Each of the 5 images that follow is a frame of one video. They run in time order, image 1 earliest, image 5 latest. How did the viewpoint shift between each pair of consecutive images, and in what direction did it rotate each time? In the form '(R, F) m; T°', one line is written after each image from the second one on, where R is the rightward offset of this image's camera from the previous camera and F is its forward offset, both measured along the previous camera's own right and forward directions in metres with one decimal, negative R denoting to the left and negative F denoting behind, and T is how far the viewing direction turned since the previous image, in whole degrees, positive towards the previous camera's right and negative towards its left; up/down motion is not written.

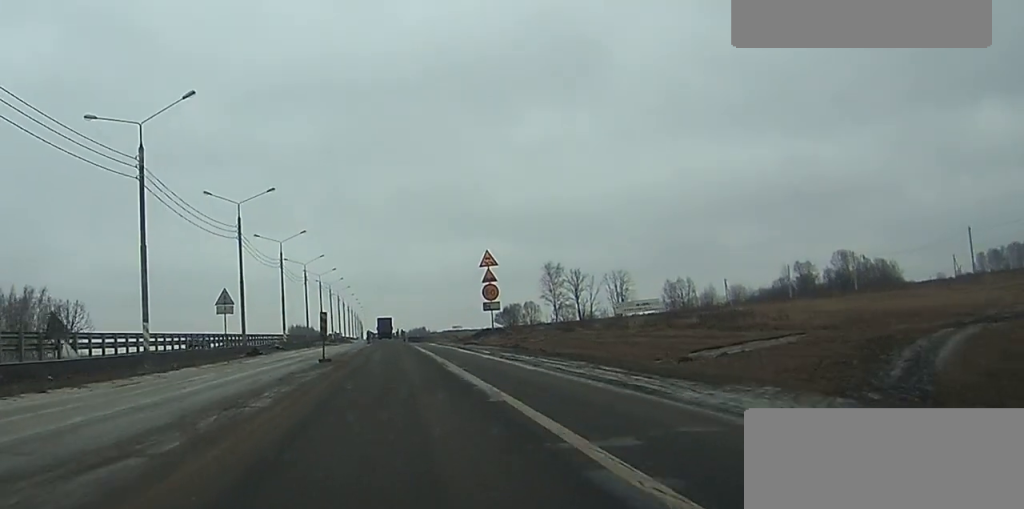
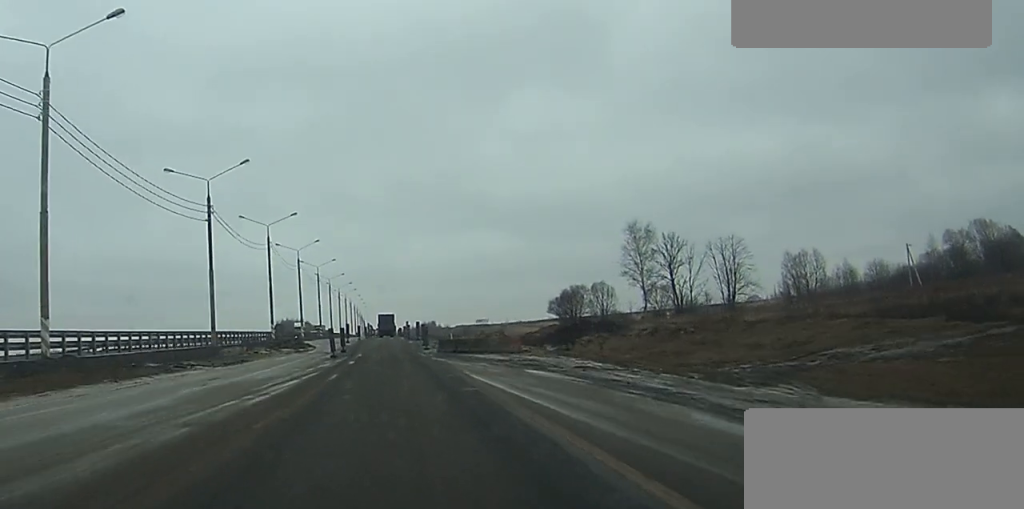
(-0.5, +75.5) m; +2°
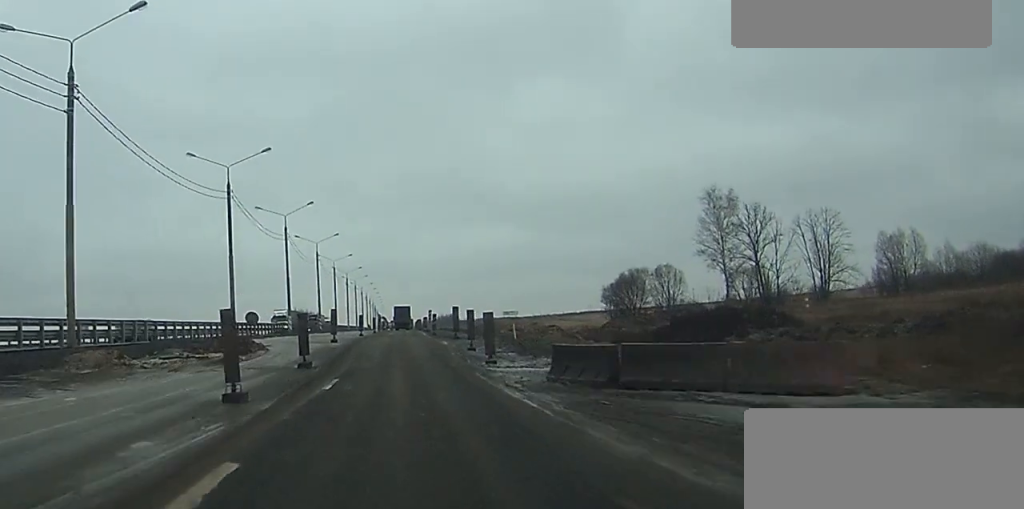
(-0.7, +30.8) m; -2°
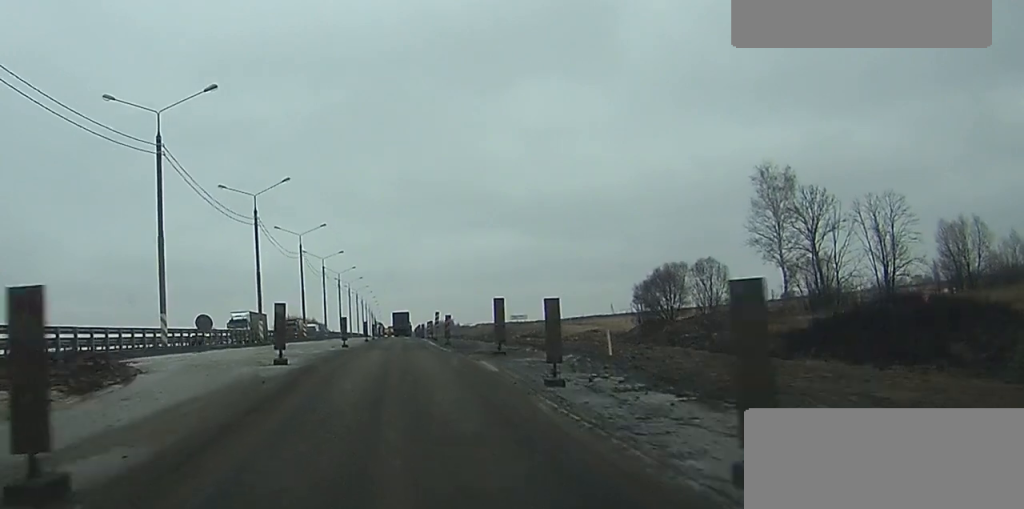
(0.0, +19.0) m; 0°
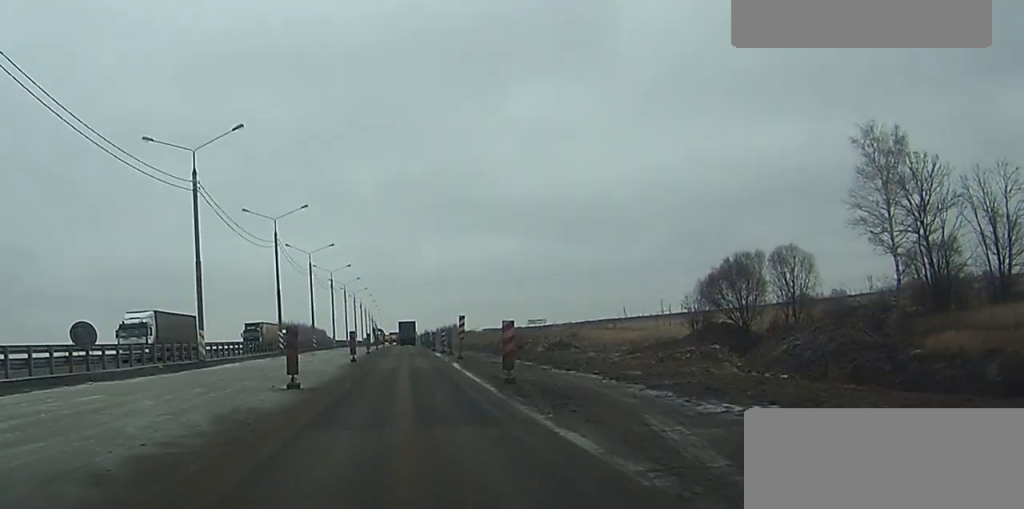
(0.0, +23.9) m; 0°
